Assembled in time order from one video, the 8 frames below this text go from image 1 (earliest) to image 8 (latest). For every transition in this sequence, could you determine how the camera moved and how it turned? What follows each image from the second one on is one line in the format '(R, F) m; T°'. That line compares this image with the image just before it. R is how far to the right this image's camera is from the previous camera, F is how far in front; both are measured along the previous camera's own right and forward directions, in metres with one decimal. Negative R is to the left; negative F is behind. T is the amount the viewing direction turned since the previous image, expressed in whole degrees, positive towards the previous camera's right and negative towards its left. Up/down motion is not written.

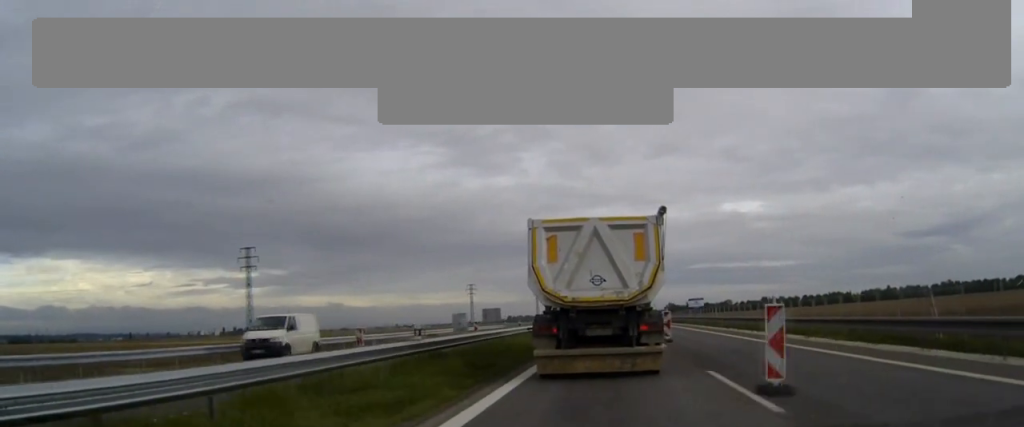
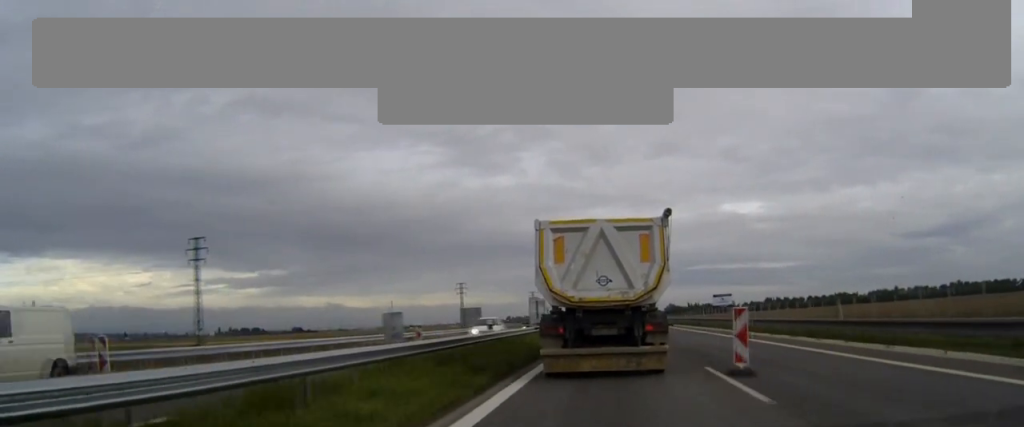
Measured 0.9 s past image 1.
(0.0, +16.2) m; 0°
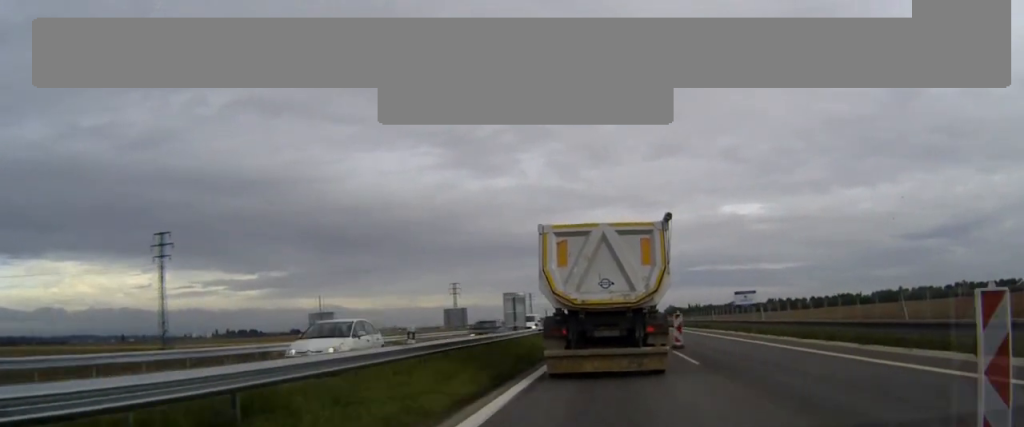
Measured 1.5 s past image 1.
(0.0, +9.3) m; 0°
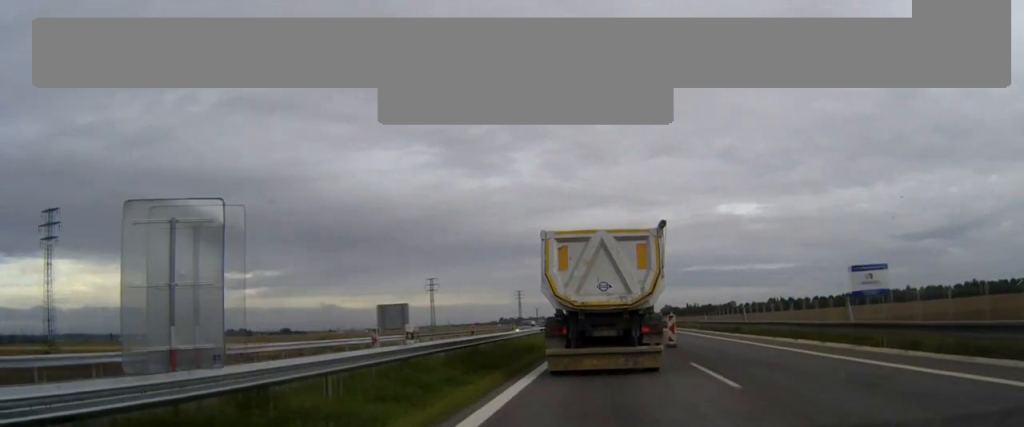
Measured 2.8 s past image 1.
(+0.1, +24.6) m; 0°
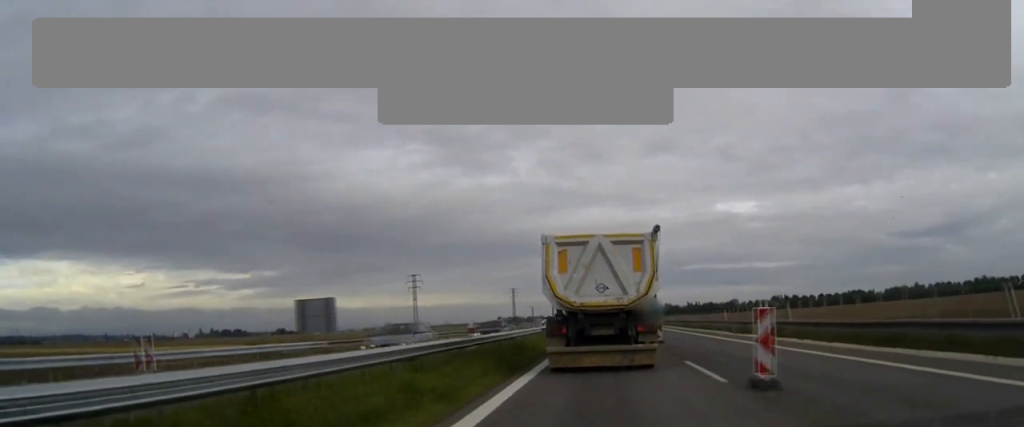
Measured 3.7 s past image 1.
(0.0, +17.3) m; 0°
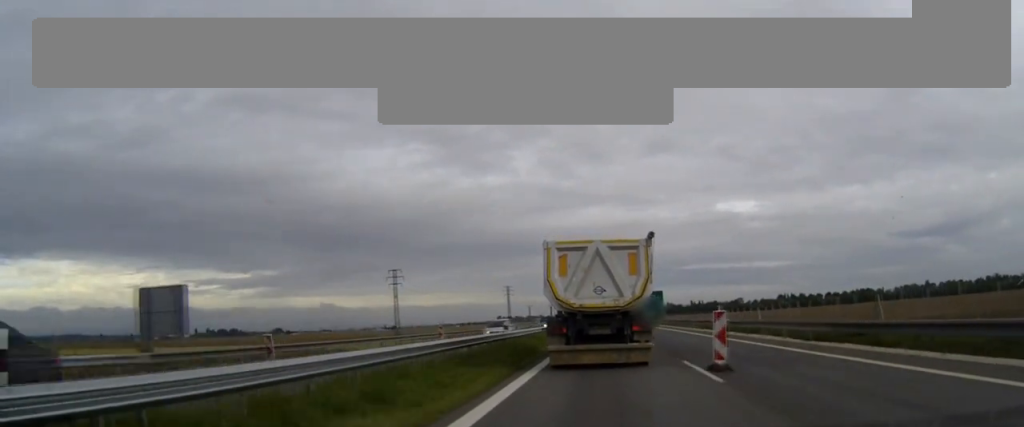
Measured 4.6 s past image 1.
(0.0, +18.7) m; 0°
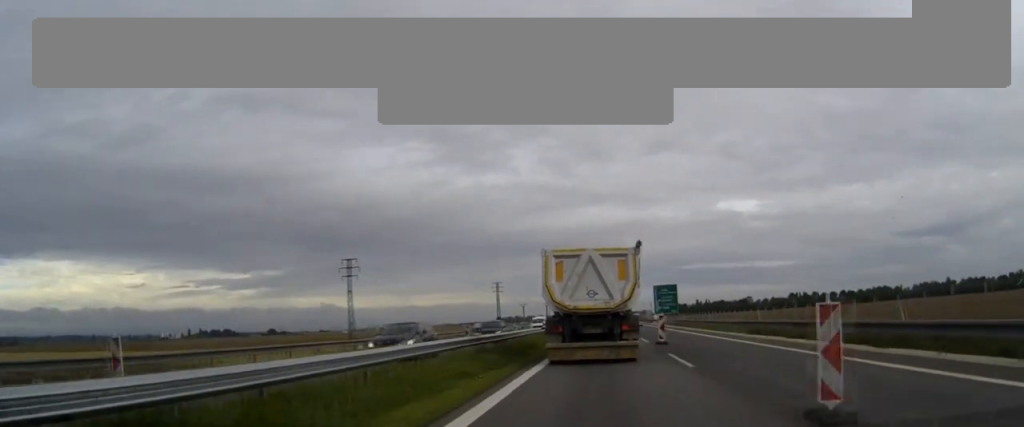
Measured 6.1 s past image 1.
(0.0, +32.0) m; 0°
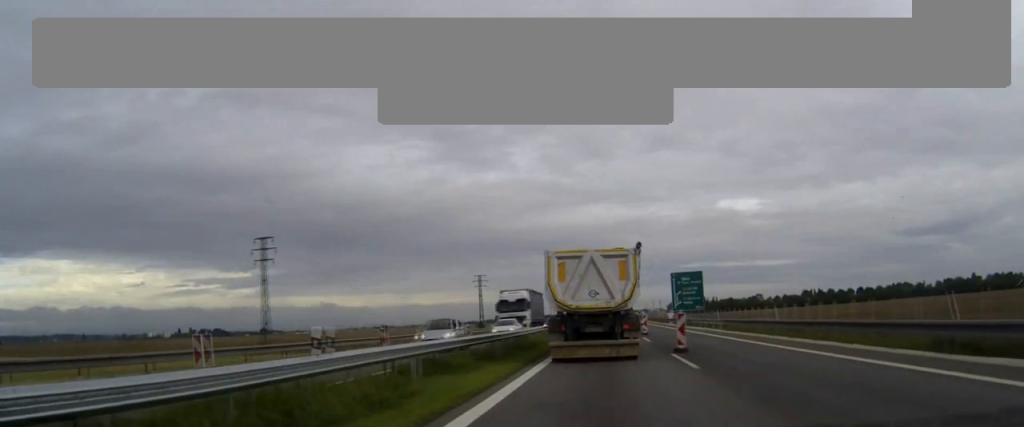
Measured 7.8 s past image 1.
(0.0, +34.5) m; 0°
